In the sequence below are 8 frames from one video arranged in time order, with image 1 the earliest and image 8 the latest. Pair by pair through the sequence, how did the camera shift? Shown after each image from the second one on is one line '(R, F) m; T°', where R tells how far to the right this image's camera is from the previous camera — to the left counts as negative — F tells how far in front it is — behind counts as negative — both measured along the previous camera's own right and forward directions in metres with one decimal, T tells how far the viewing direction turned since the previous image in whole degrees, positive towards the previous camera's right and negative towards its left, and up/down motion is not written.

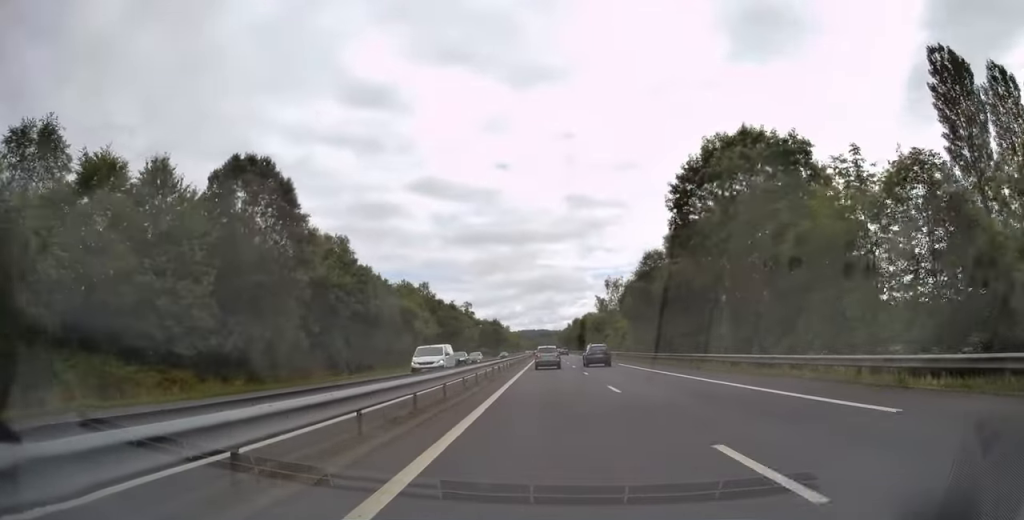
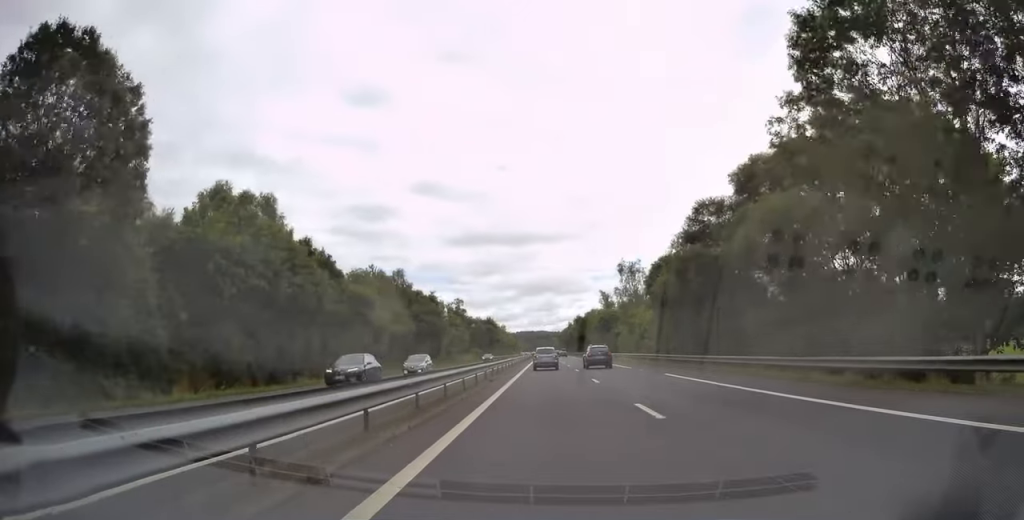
(-0.1, +19.6) m; 0°
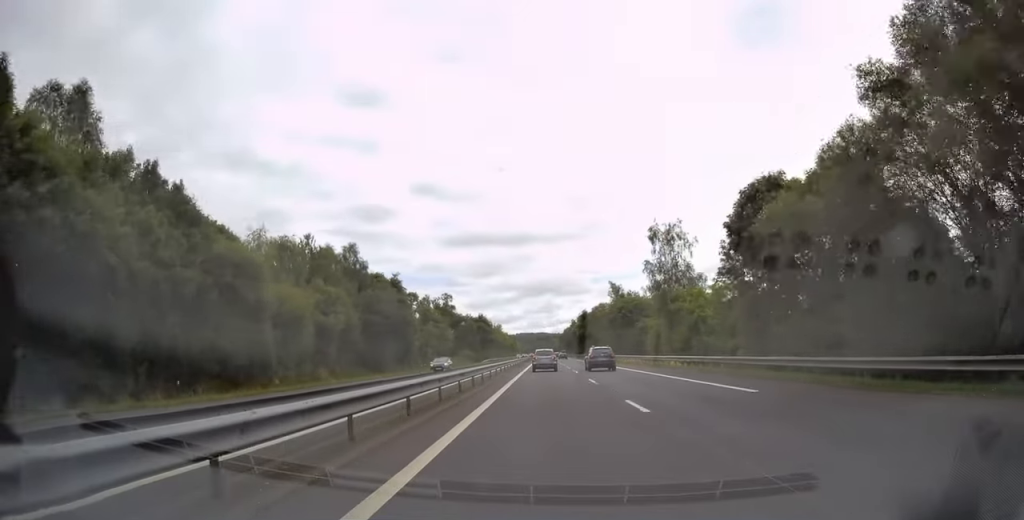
(-0.1, +24.7) m; 0°
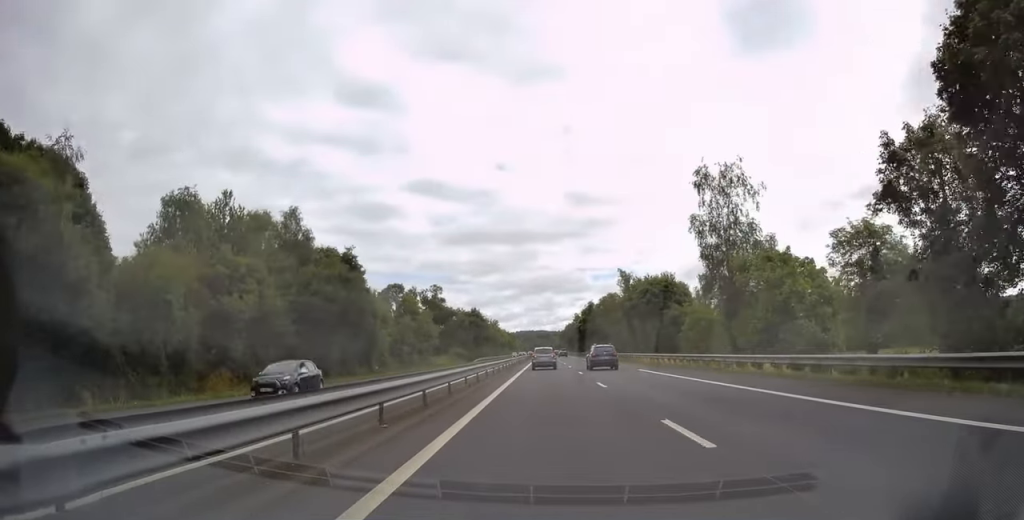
(+0.2, +18.0) m; 0°
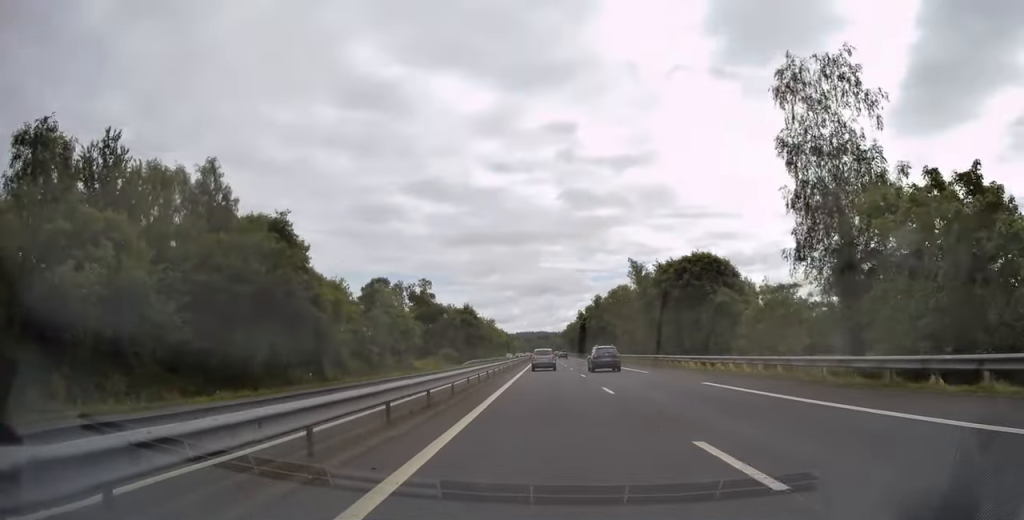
(0.0, +15.4) m; 0°
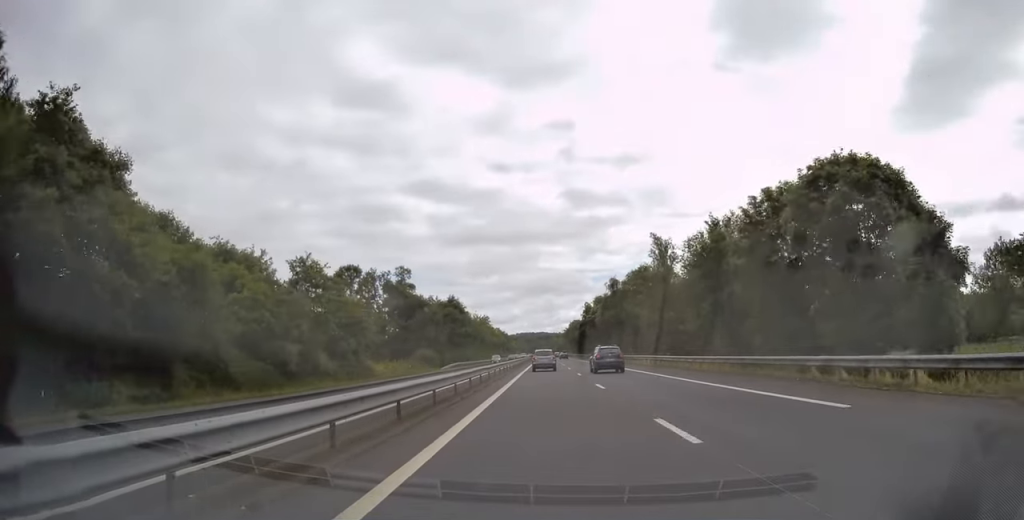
(0.0, +23.2) m; -1°
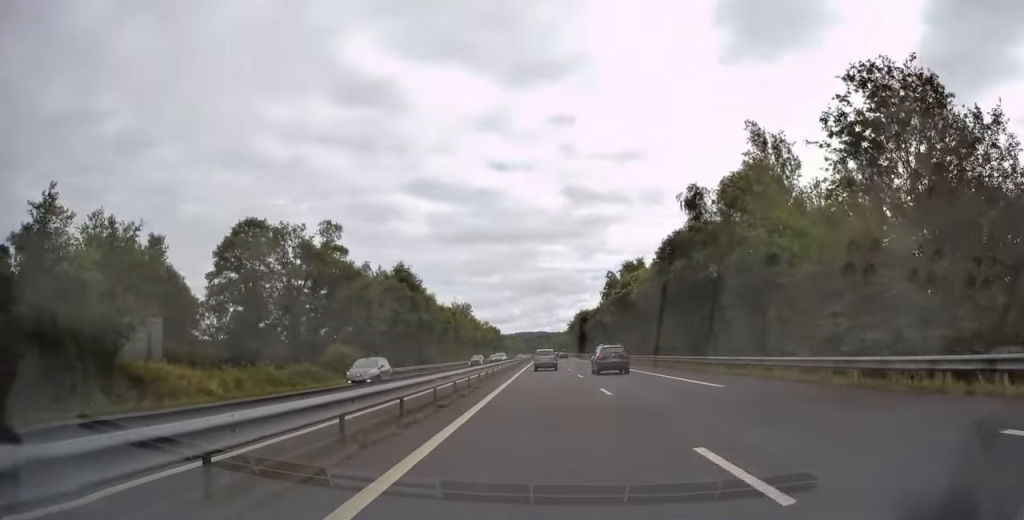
(-0.2, +43.3) m; 0°
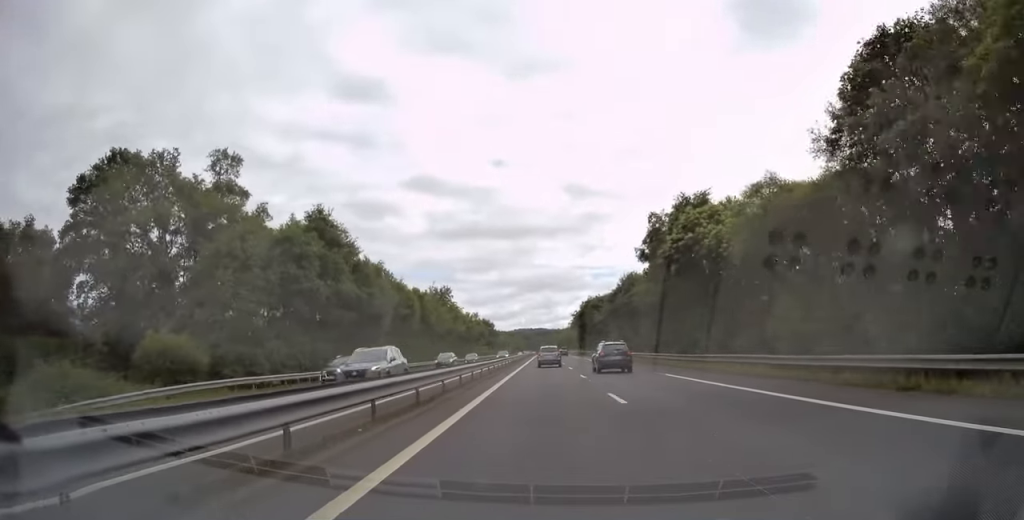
(+0.2, +29.8) m; 0°
